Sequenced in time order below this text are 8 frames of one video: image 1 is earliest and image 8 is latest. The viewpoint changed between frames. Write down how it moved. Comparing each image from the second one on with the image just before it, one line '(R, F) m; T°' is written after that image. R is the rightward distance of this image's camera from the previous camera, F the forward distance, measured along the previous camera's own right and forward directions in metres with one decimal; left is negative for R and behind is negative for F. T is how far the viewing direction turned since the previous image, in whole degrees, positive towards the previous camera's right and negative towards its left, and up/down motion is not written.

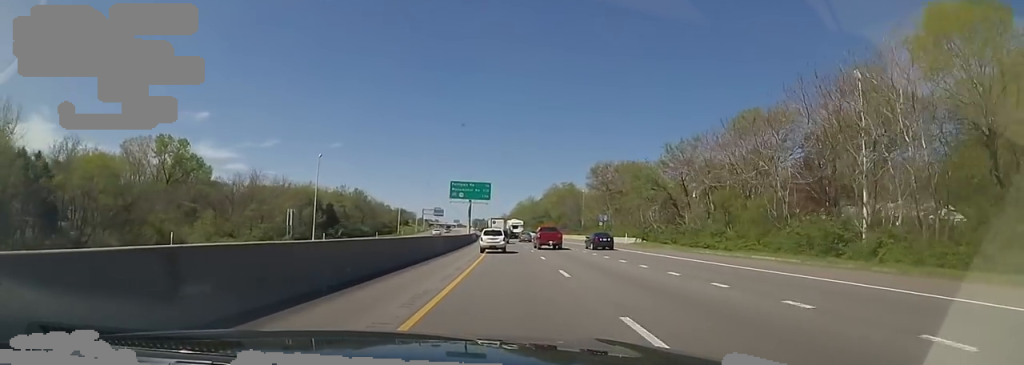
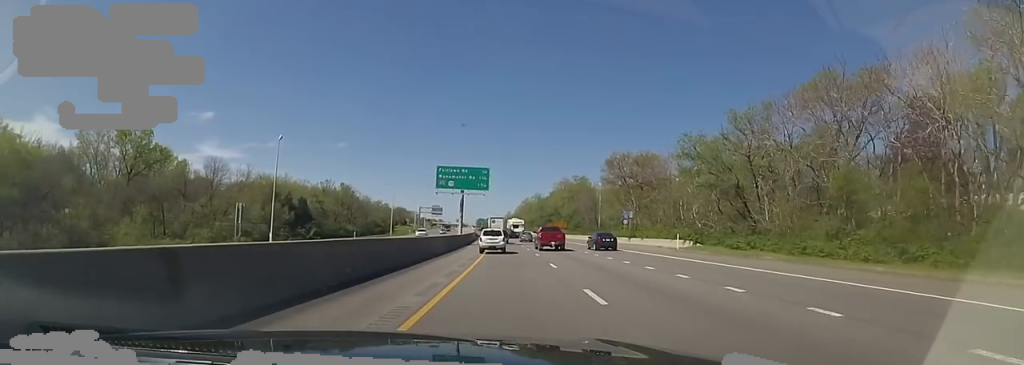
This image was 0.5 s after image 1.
(0.0, +15.6) m; -1°
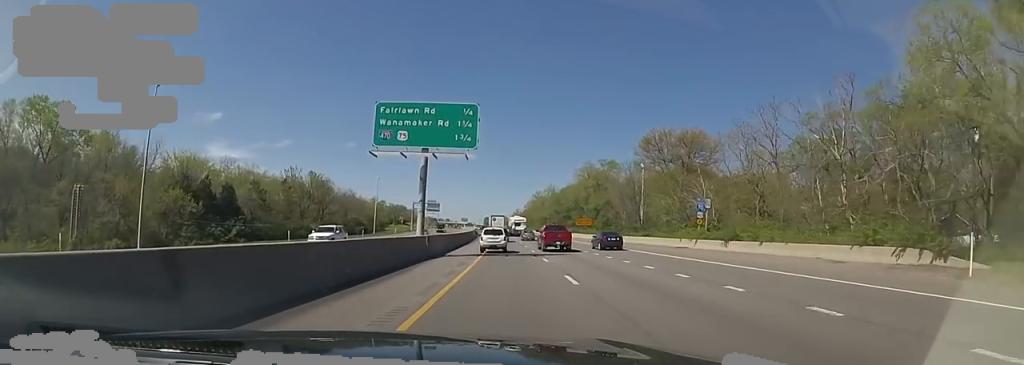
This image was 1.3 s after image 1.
(-0.3, +25.8) m; -1°
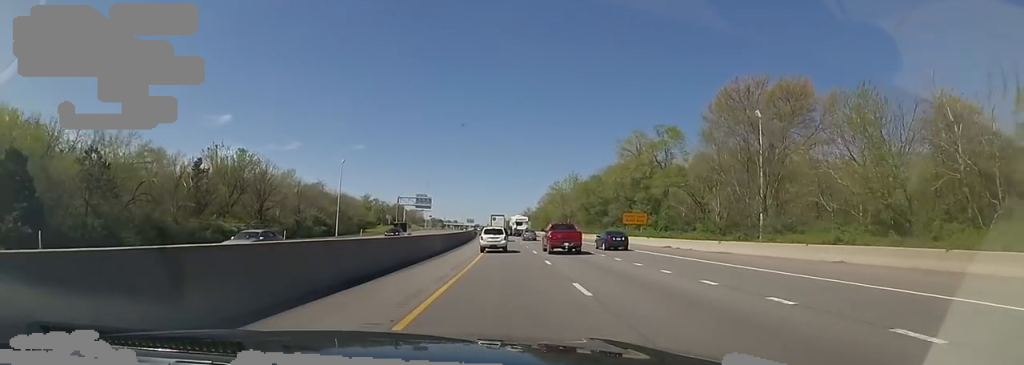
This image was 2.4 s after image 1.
(-0.4, +31.7) m; -1°
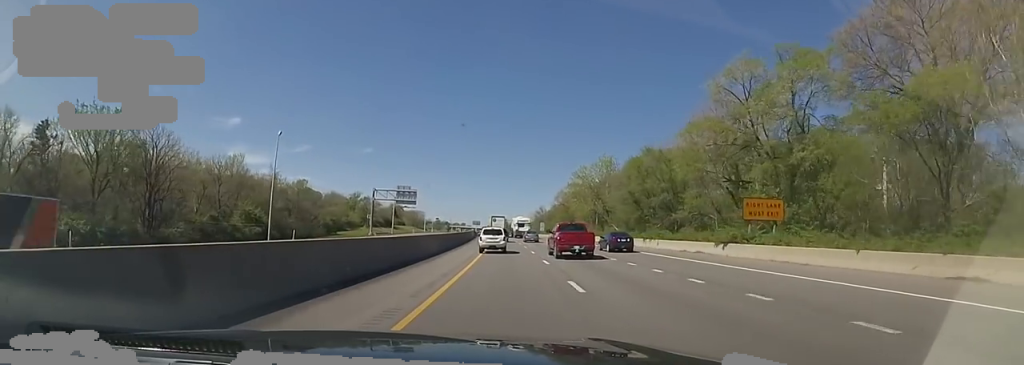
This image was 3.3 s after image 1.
(0.0, +28.5) m; 0°
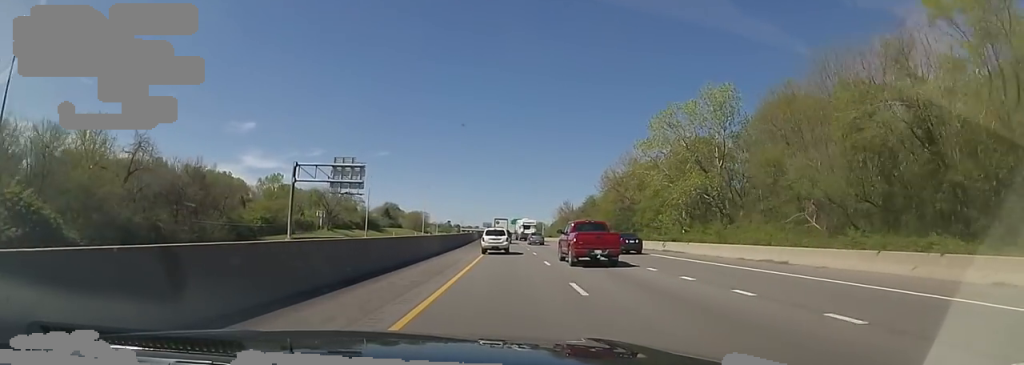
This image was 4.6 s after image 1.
(0.0, +39.5) m; -3°
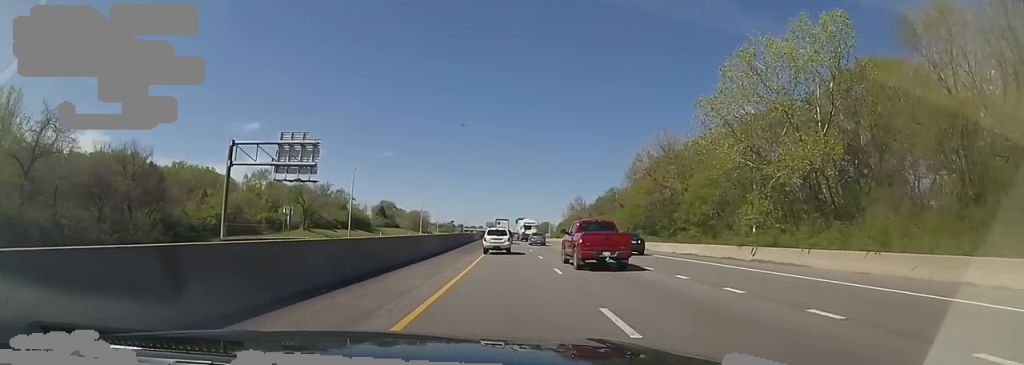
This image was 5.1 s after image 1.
(-0.1, +14.1) m; -1°
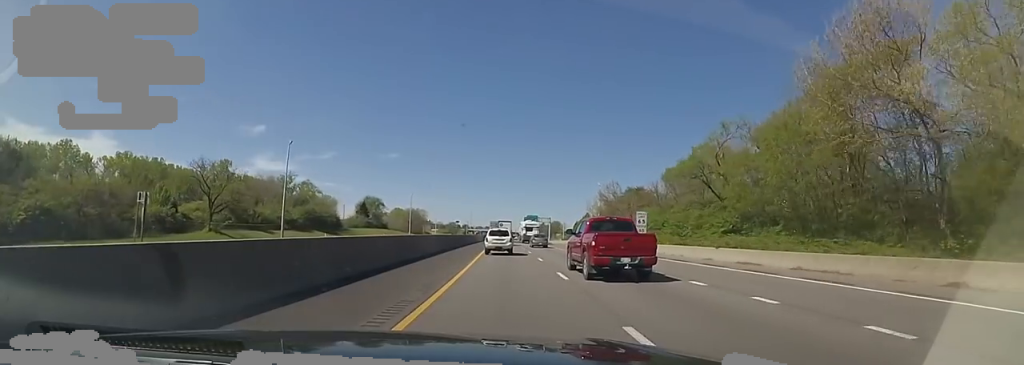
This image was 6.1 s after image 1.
(-1.1, +31.4) m; 0°
